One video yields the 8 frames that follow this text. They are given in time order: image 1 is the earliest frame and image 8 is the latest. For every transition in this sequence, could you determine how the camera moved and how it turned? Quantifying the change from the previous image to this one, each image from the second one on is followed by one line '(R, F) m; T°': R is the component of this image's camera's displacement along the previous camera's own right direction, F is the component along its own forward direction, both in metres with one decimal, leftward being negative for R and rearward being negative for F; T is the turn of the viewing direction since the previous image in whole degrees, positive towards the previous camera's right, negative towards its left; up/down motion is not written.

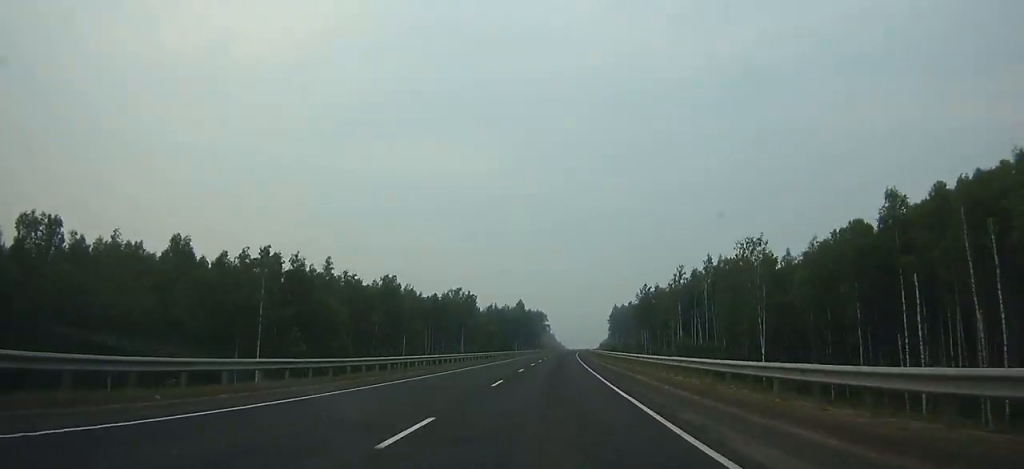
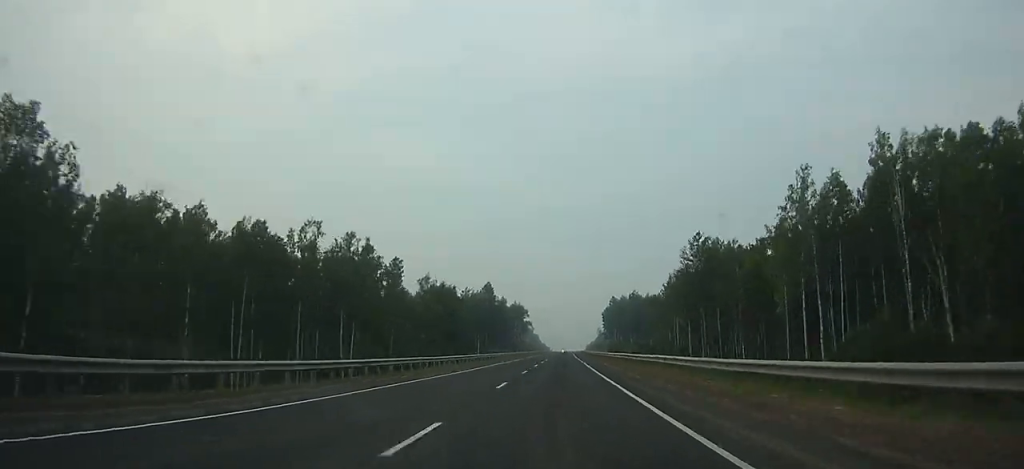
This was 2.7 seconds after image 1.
(+1.2, +85.9) m; +1°
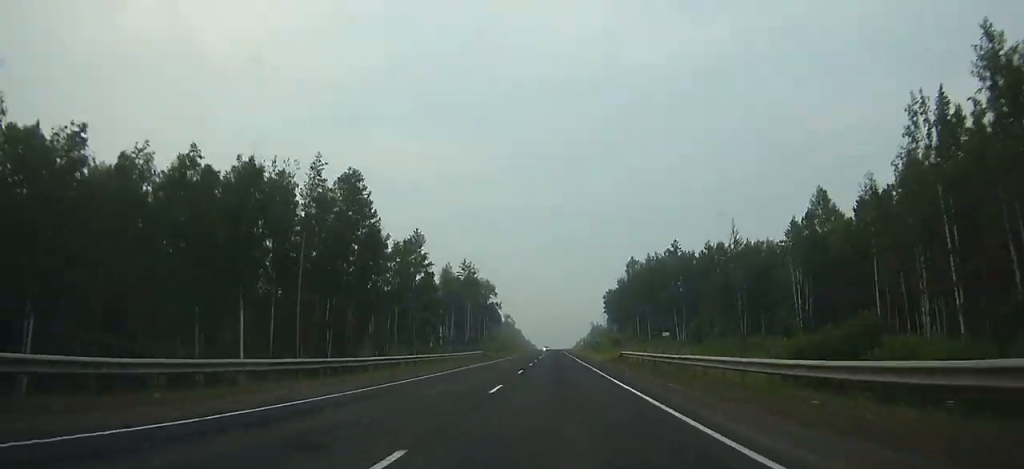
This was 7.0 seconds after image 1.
(+1.8, +131.6) m; +1°
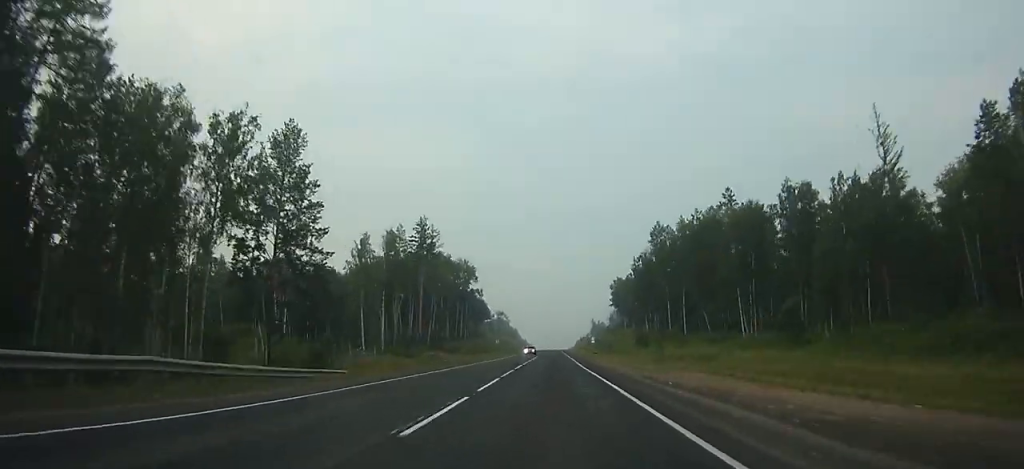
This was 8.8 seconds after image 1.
(-0.1, +54.0) m; 0°
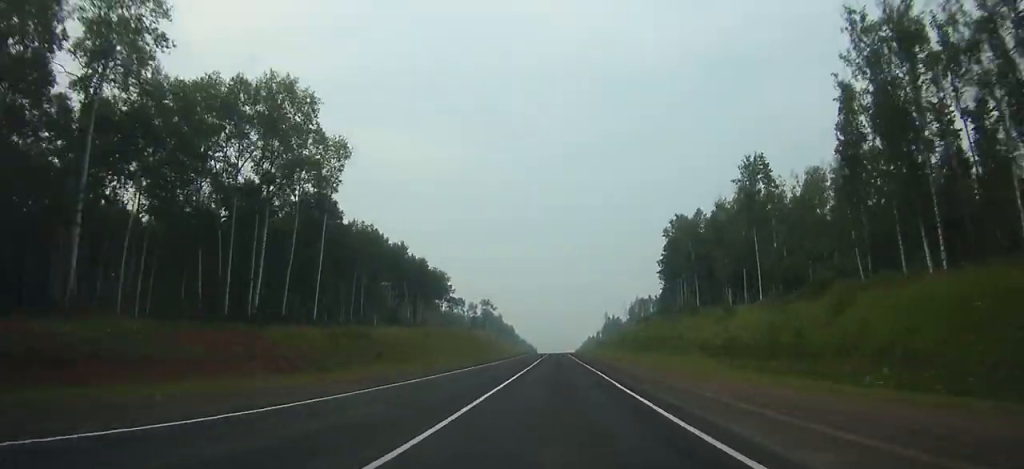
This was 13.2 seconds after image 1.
(-0.1, +136.5) m; 0°
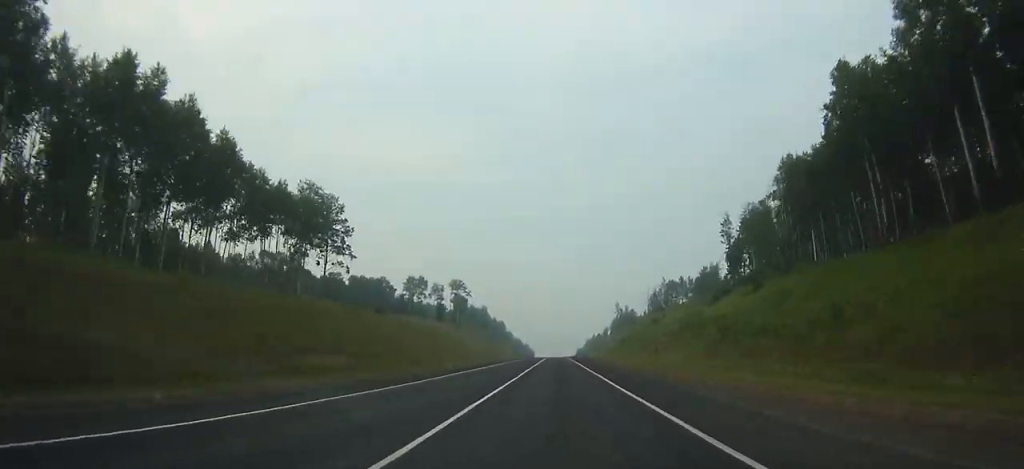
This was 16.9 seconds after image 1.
(-0.1, +114.2) m; 0°
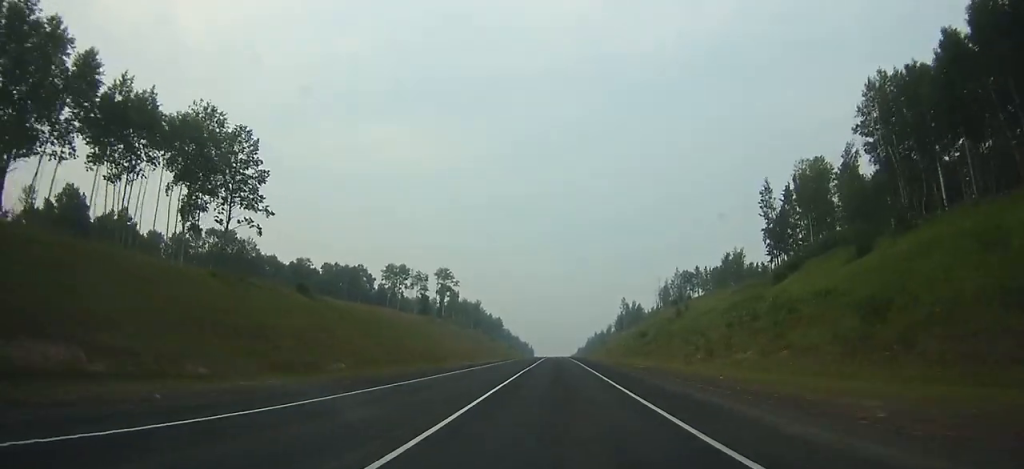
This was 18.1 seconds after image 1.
(0.0, +36.3) m; 0°
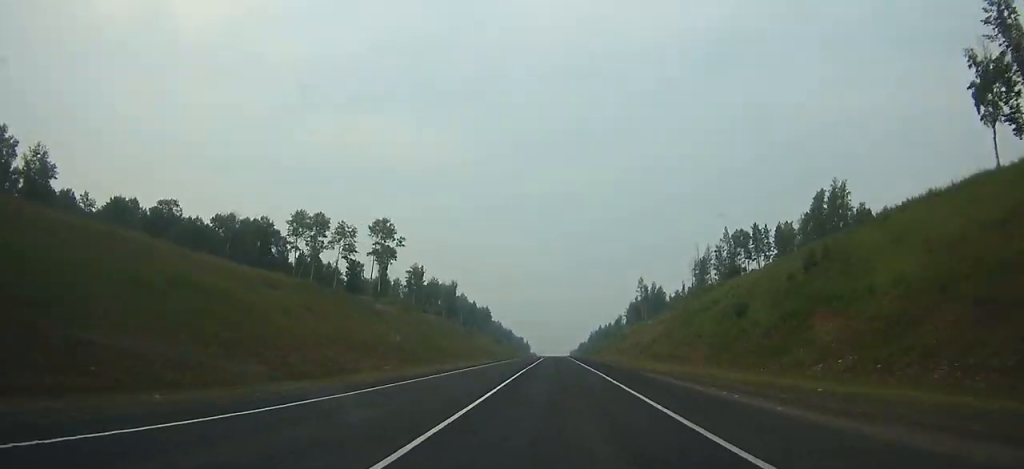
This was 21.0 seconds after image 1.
(-0.1, +85.9) m; 0°
